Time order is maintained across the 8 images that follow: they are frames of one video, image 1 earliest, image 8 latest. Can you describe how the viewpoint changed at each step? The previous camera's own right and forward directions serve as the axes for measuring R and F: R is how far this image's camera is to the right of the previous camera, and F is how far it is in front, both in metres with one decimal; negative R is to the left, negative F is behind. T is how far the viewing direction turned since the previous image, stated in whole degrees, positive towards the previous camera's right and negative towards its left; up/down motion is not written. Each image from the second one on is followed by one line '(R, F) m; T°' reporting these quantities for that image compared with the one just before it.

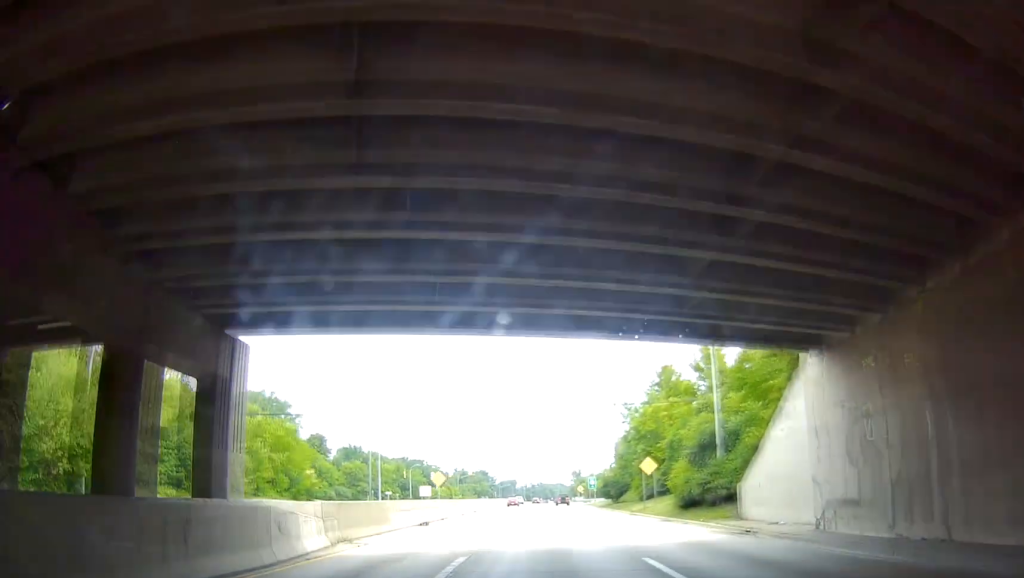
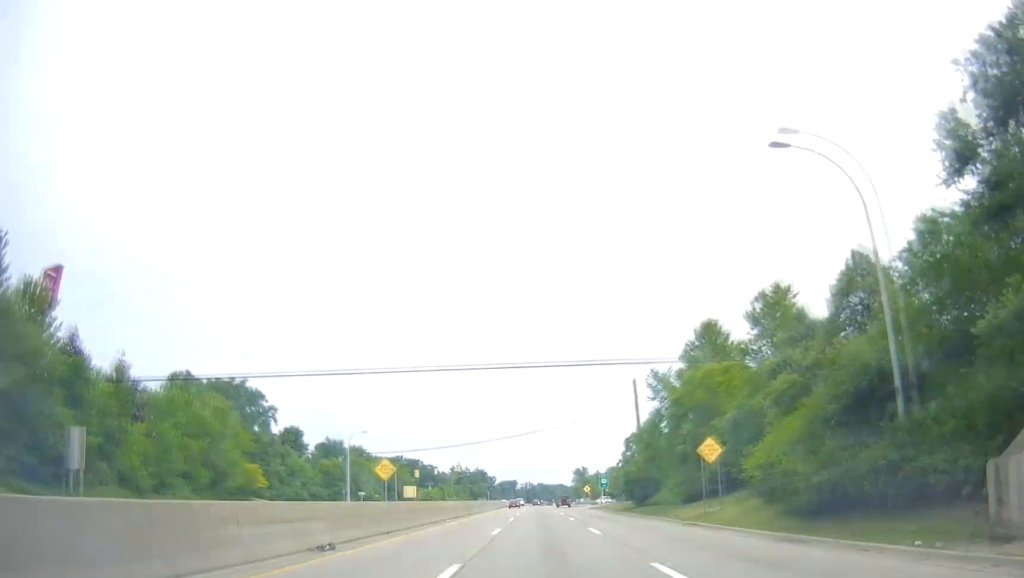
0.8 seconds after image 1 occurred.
(0.0, +16.2) m; 0°
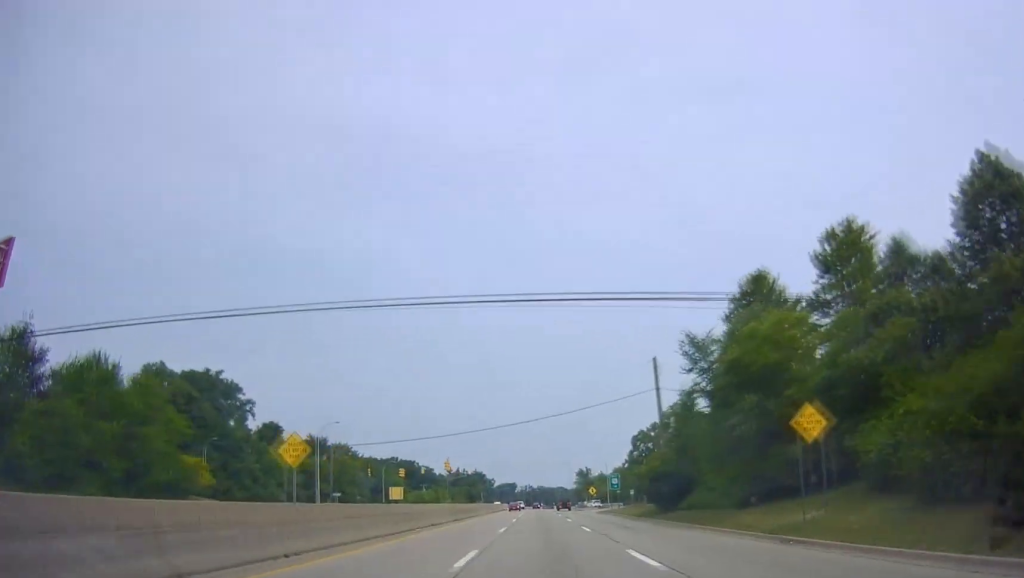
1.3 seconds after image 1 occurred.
(+0.1, +11.2) m; -1°
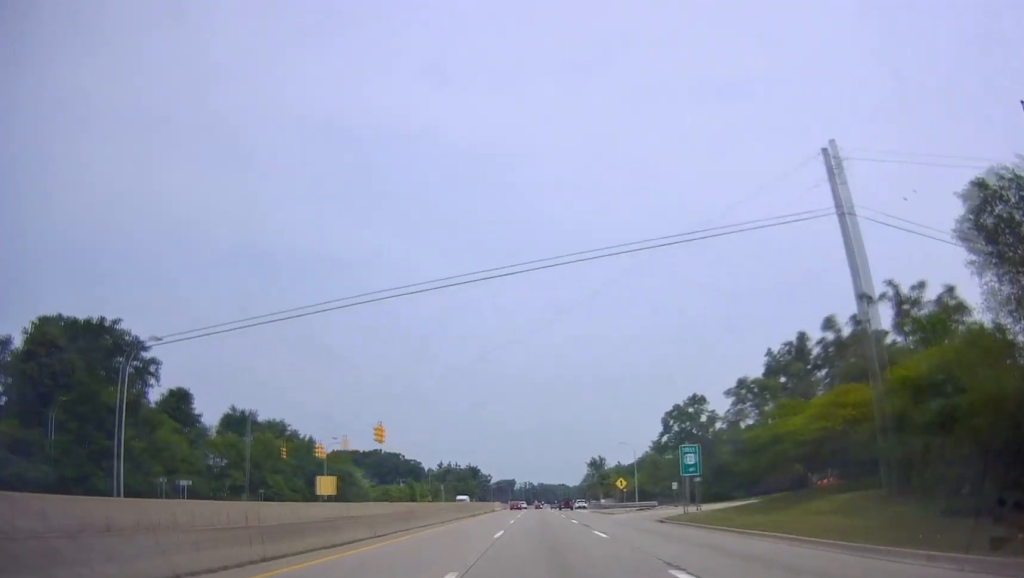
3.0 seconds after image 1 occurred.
(-0.2, +35.2) m; +2°
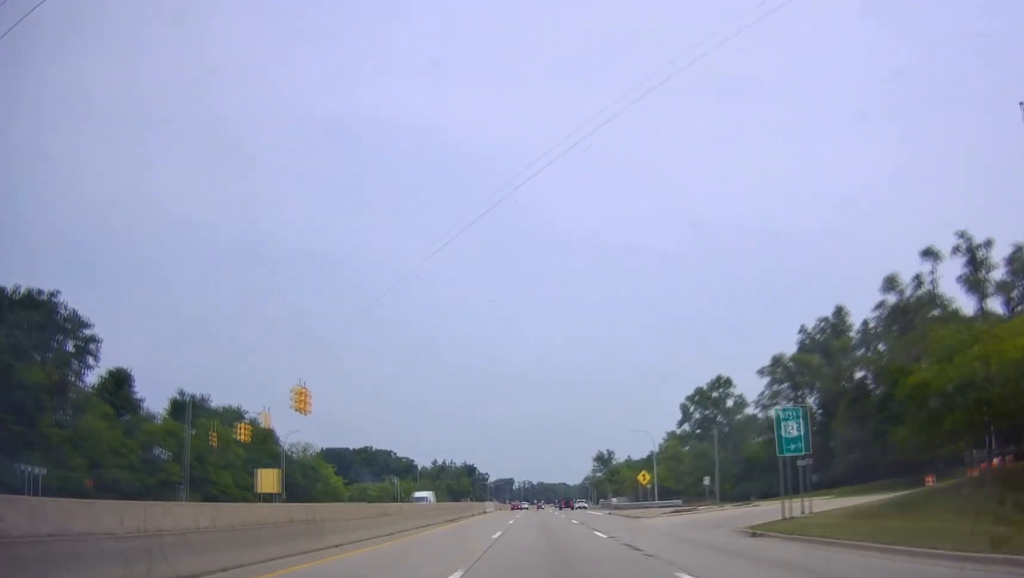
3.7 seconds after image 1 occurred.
(+0.3, +15.5) m; +1°
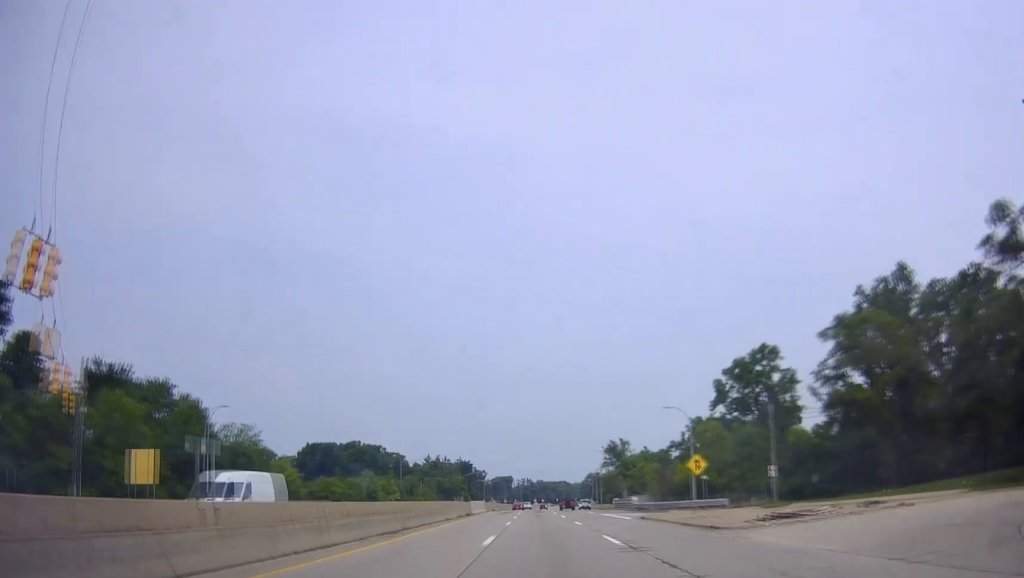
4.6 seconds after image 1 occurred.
(+0.2, +18.8) m; -1°
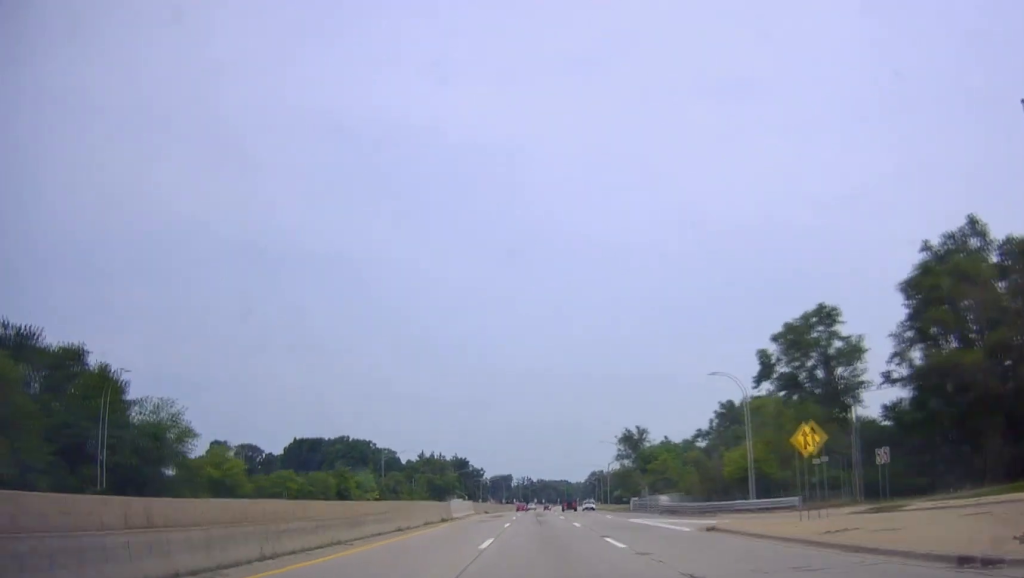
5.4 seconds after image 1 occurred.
(-0.8, +16.0) m; 0°
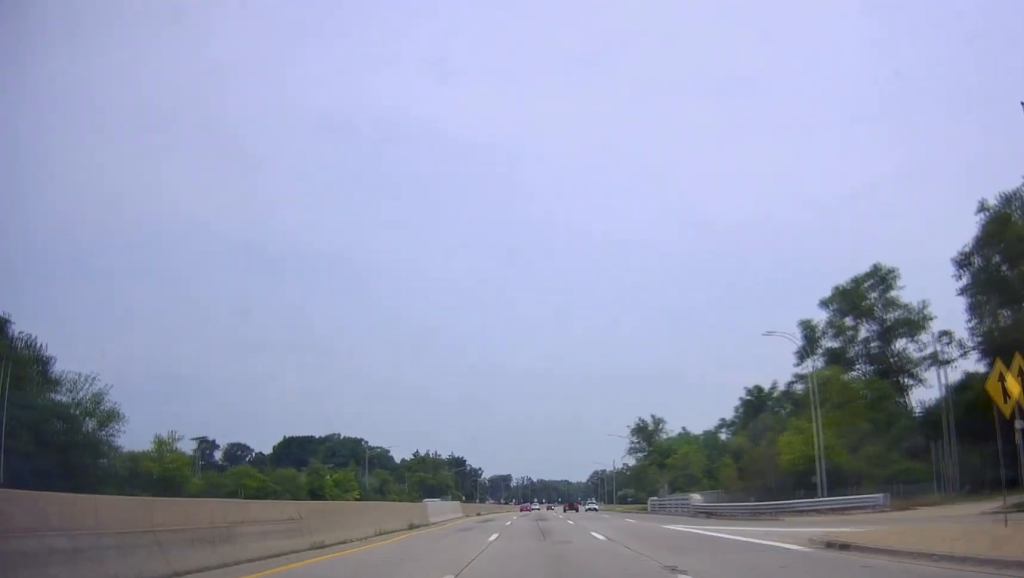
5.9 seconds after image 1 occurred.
(+0.7, +11.1) m; 0°
